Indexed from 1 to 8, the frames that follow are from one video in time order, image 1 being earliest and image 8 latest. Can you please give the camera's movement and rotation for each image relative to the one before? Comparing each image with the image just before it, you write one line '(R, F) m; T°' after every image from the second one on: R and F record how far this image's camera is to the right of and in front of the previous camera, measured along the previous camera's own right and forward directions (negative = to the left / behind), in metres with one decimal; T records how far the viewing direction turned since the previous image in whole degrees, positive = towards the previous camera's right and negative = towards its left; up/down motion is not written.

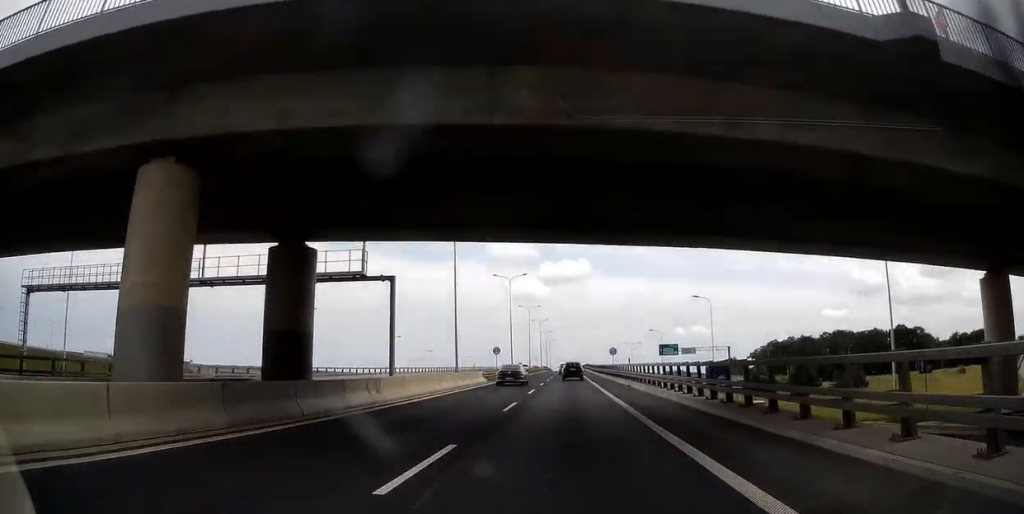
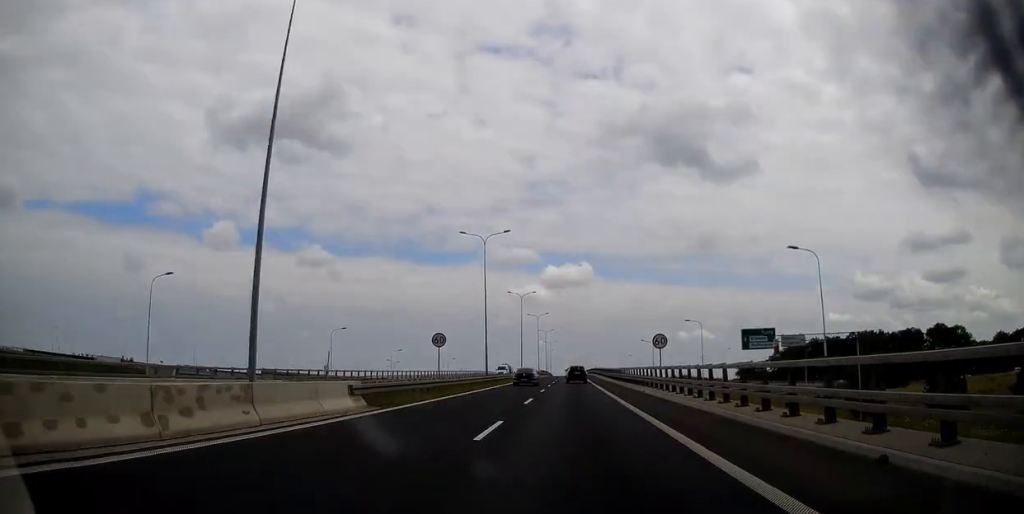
(-0.3, +30.7) m; -2°
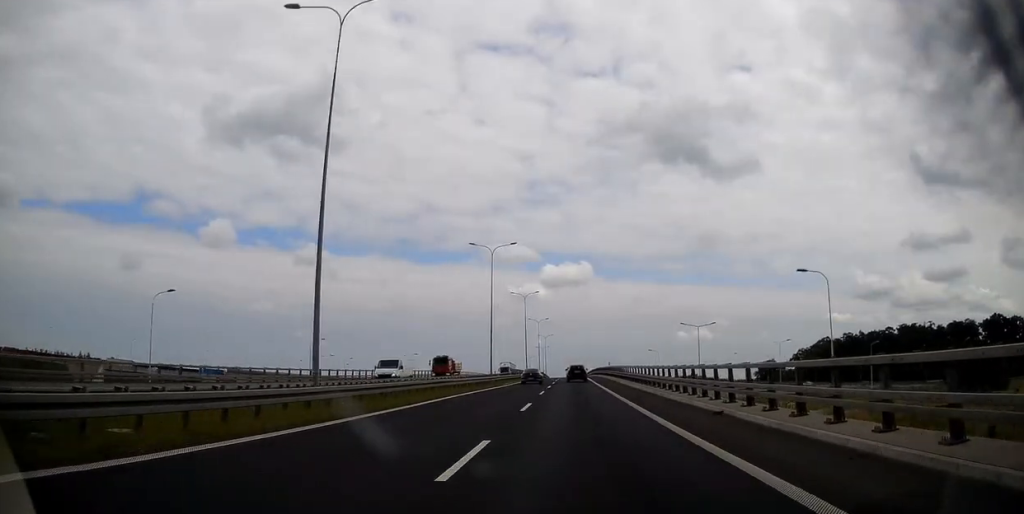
(-0.3, +39.9) m; +1°
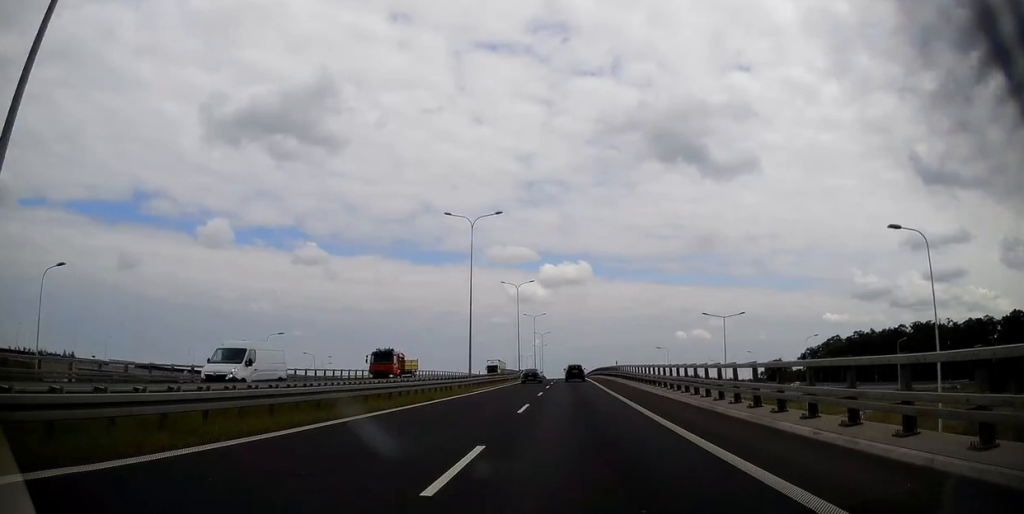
(+0.2, +12.7) m; +1°
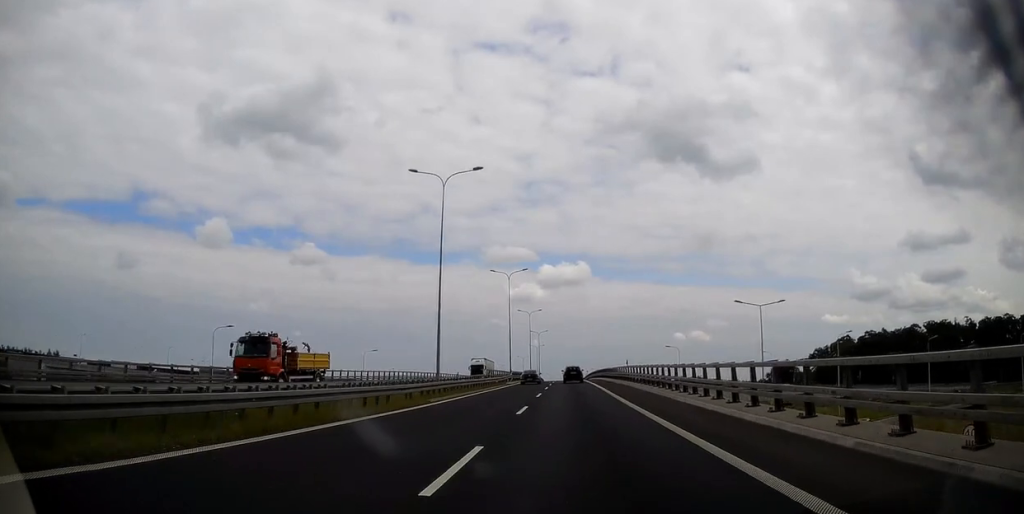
(0.0, +12.0) m; 0°
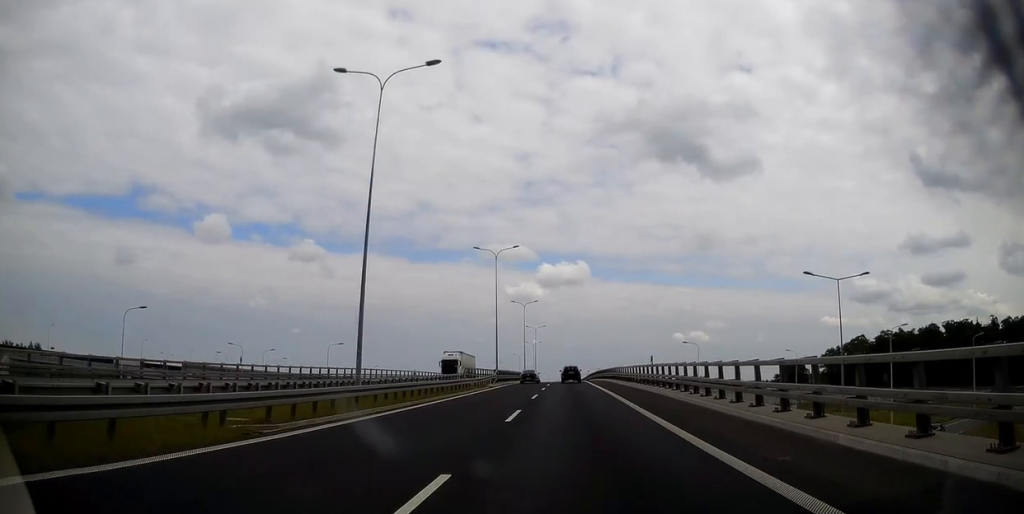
(0.0, +14.6) m; 0°
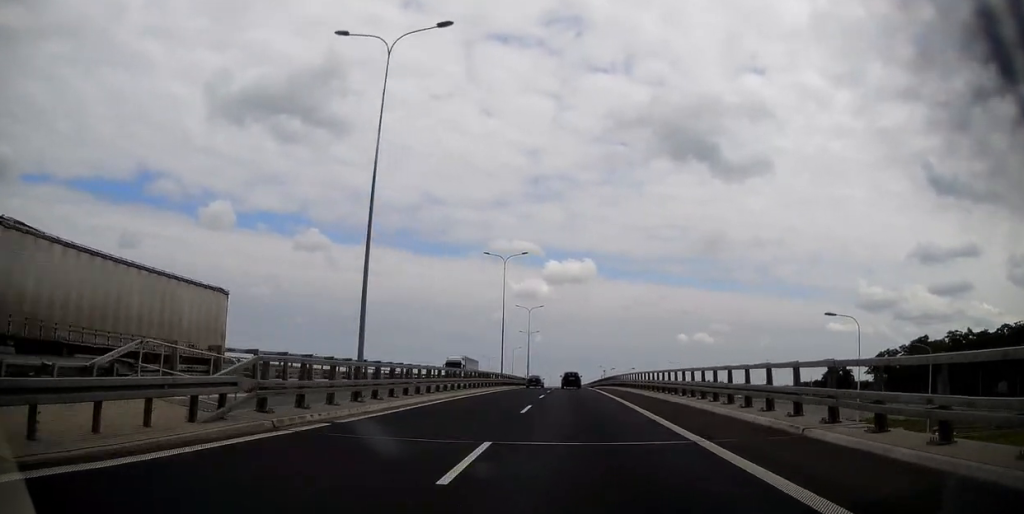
(-0.2, +44.8) m; -1°
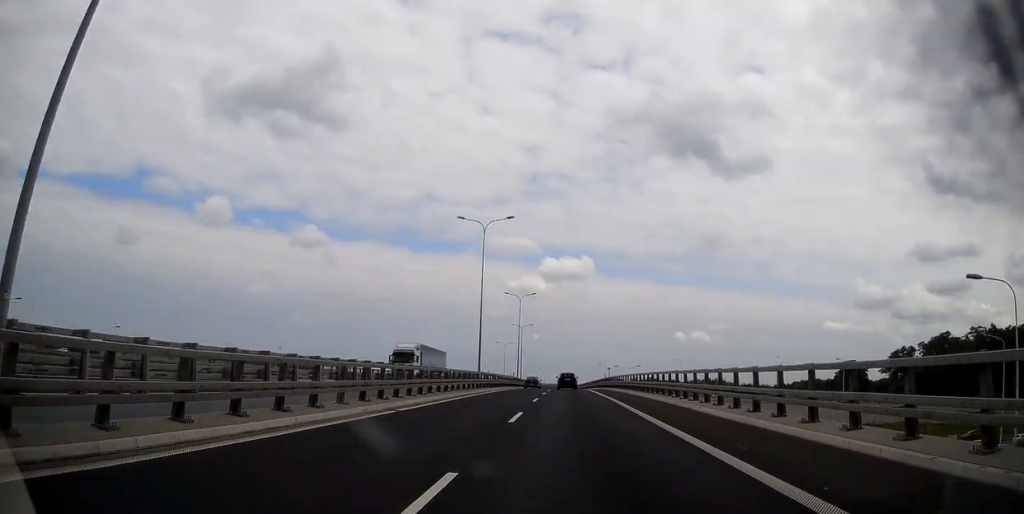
(-0.1, +15.2) m; 0°
